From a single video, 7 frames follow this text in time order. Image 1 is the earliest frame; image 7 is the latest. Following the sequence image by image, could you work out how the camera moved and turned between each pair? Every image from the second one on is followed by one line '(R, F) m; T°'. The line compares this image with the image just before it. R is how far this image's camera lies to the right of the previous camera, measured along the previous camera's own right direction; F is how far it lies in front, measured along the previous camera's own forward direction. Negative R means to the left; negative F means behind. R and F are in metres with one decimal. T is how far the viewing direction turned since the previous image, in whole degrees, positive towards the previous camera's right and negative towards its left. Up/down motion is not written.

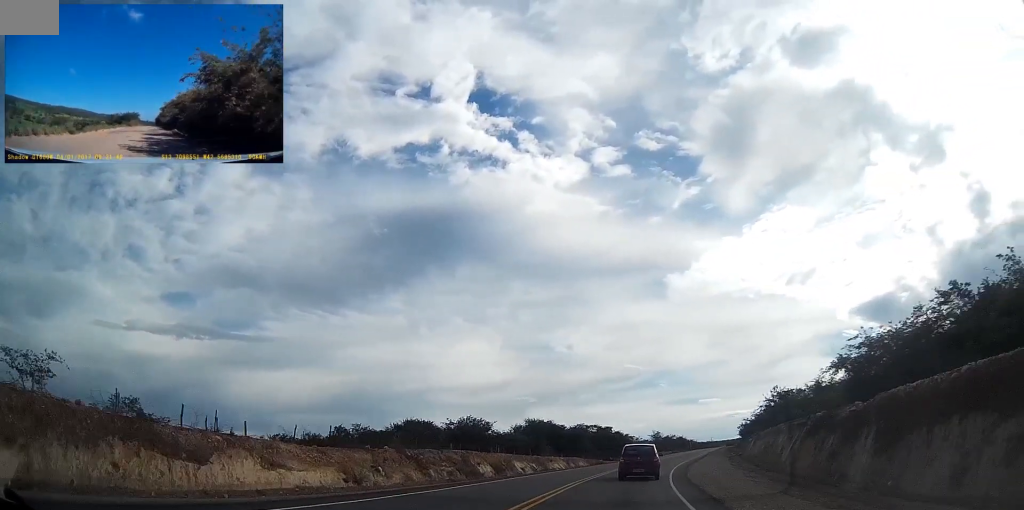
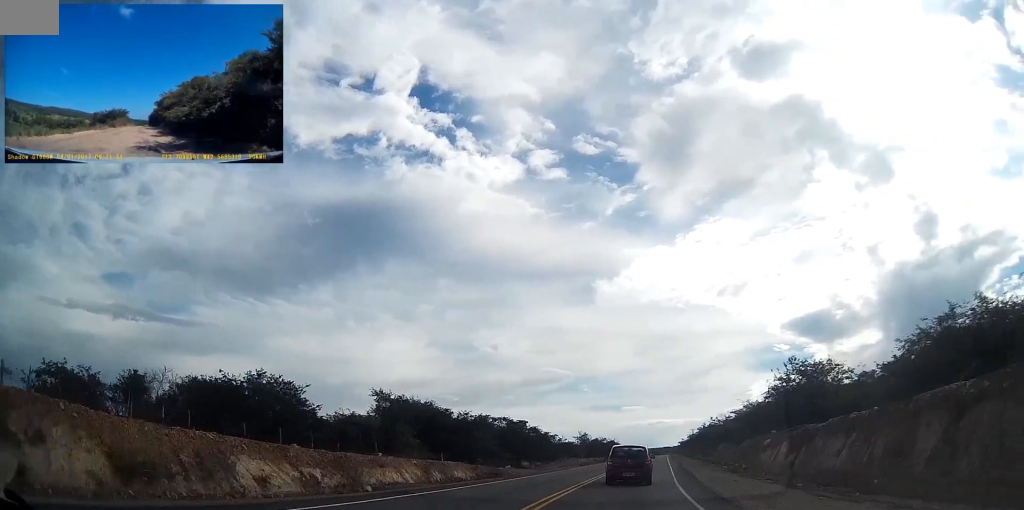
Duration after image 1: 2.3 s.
(+4.6, +45.6) m; +14°
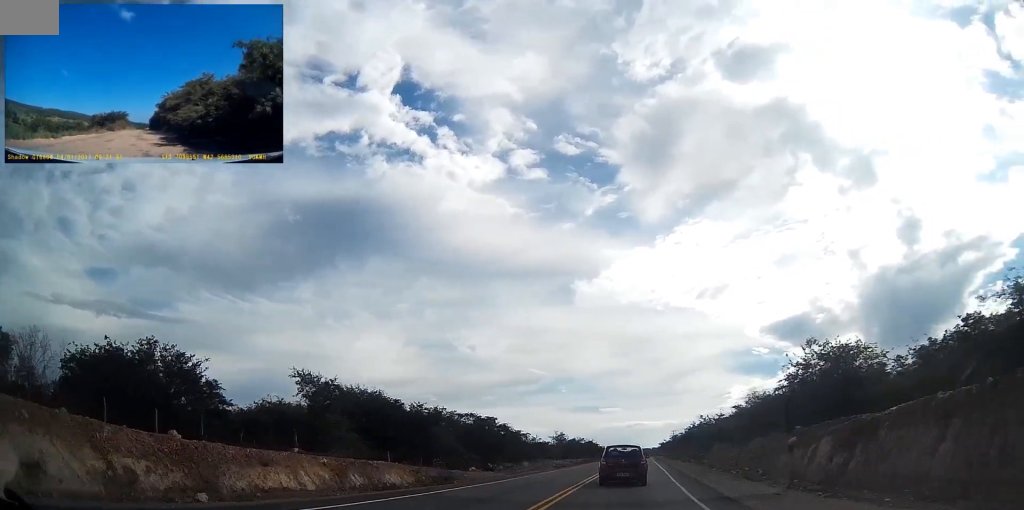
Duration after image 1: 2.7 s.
(+0.3, +7.9) m; +3°
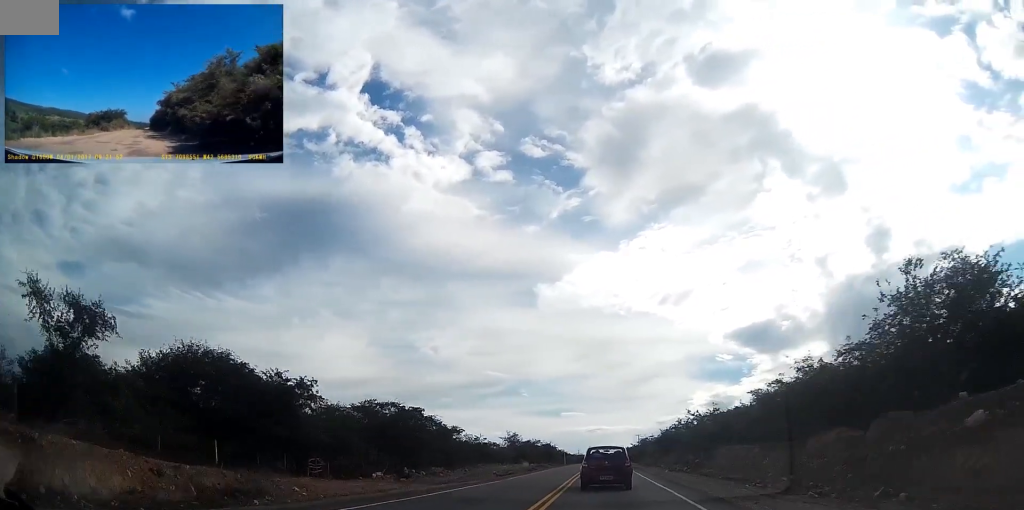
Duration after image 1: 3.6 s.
(+1.6, +17.6) m; +6°
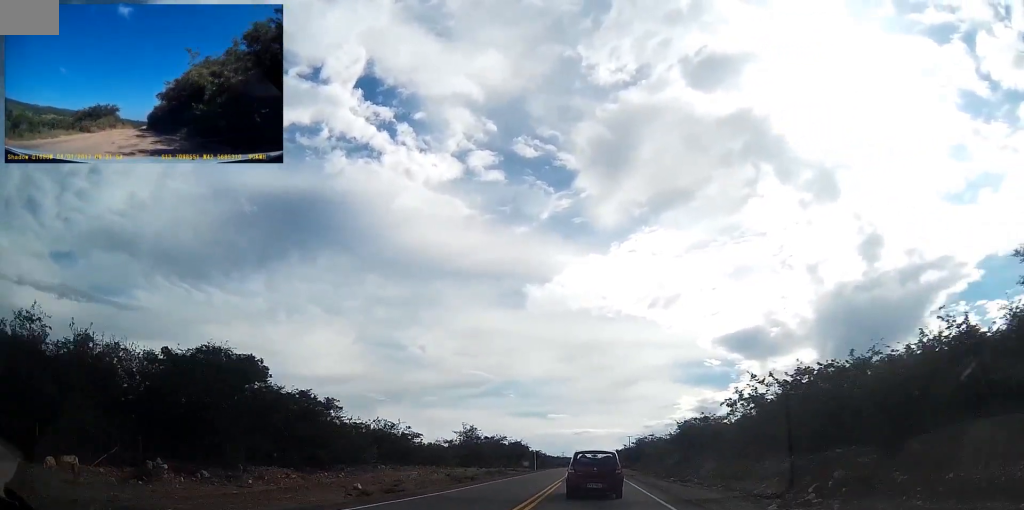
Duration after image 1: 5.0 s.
(+0.5, +27.6) m; +2°
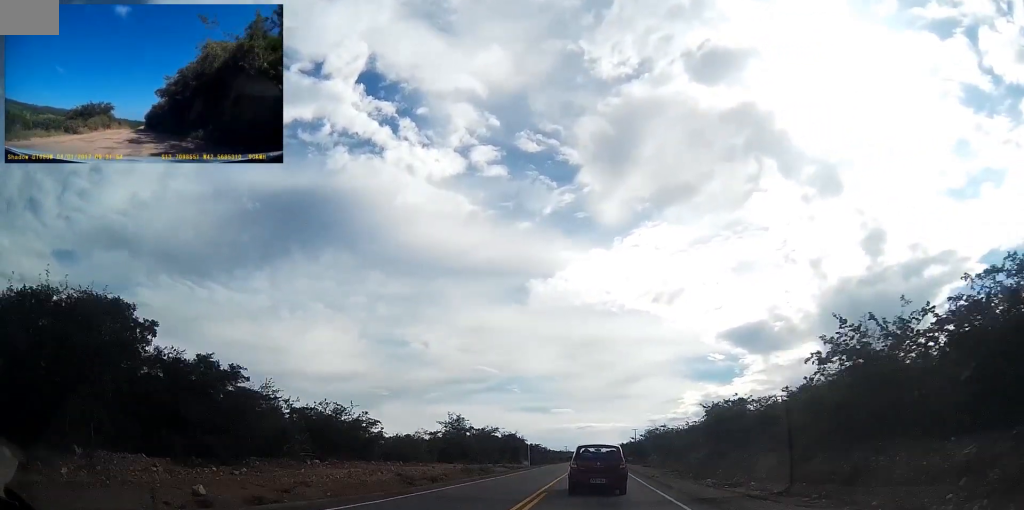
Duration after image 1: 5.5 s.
(+0.1, +11.4) m; 0°
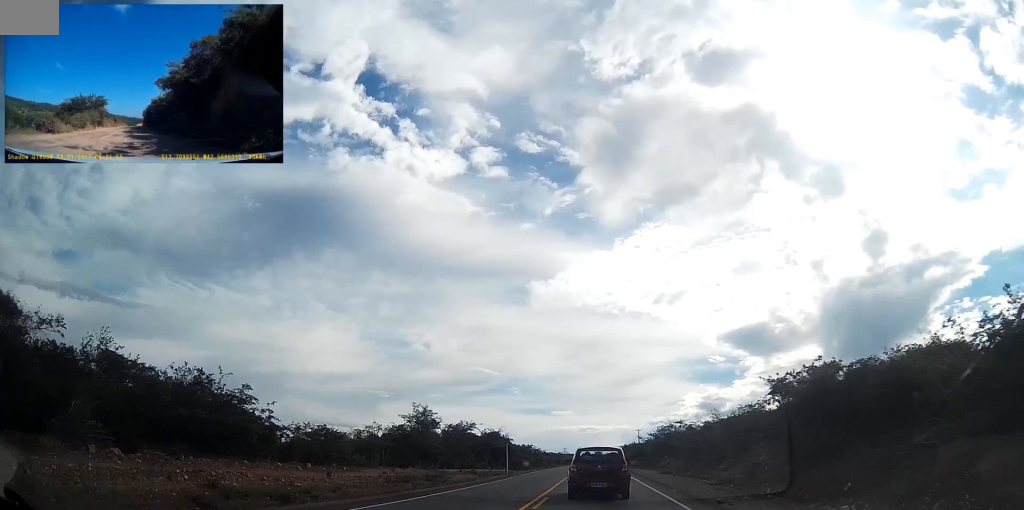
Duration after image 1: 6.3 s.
(-0.1, +16.2) m; -1°
